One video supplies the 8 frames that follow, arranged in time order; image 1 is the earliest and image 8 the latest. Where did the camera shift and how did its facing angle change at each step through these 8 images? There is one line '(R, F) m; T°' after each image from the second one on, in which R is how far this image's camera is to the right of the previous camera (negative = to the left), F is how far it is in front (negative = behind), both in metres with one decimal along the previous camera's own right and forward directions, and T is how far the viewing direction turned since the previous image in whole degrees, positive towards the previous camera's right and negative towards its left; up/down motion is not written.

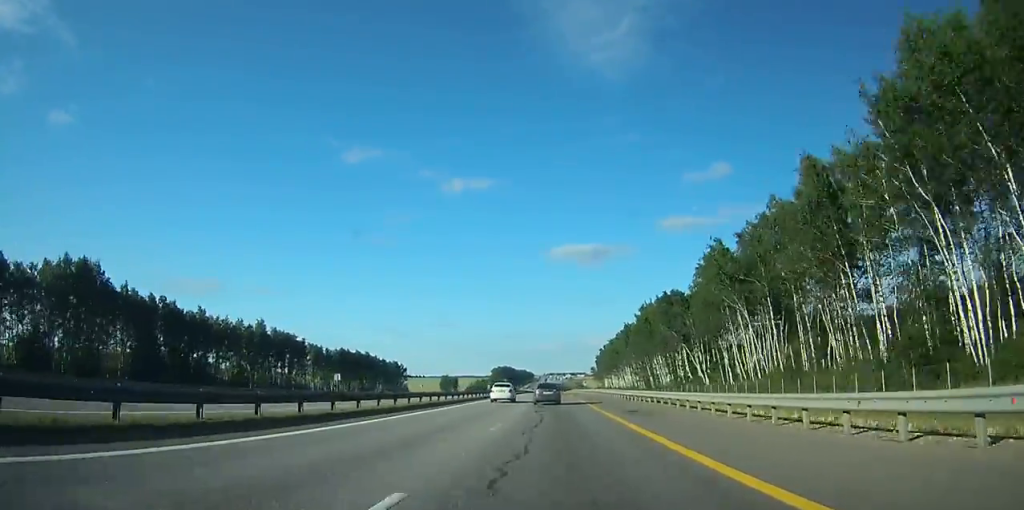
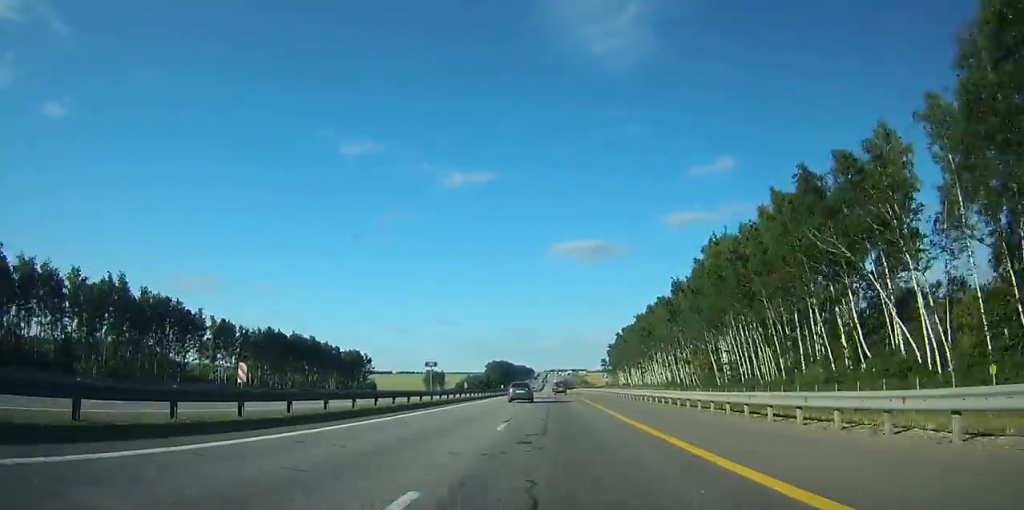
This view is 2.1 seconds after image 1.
(0.0, +62.3) m; 0°
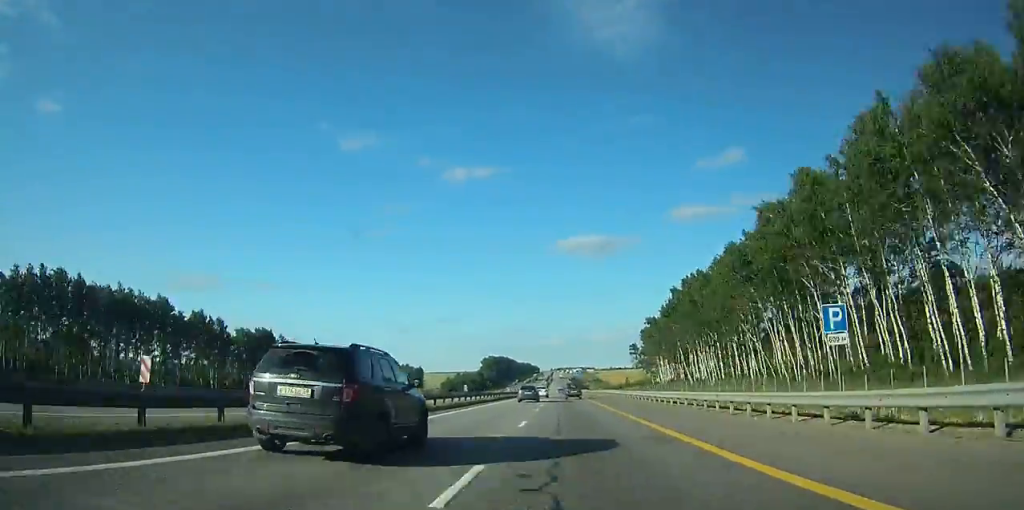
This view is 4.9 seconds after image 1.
(-0.4, +85.9) m; 0°
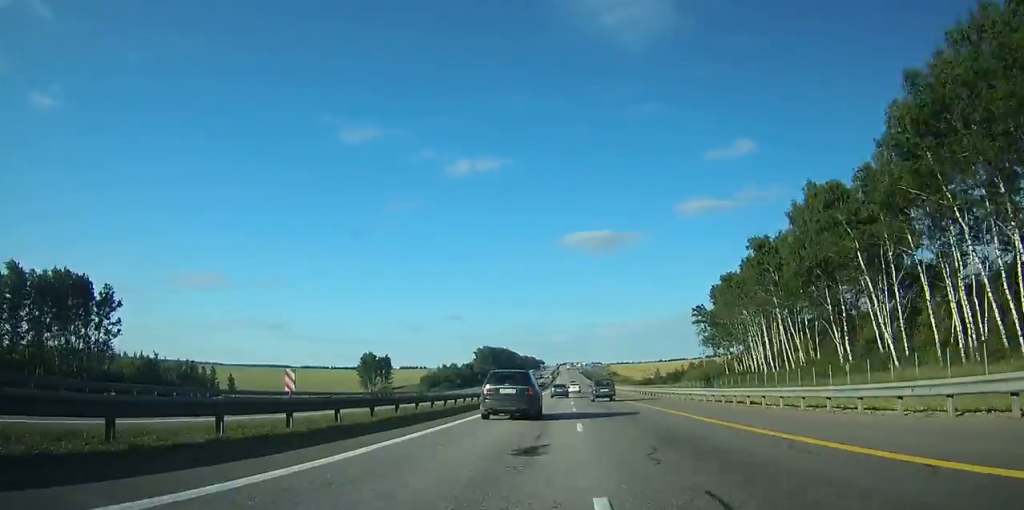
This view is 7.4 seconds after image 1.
(-0.2, +78.7) m; 0°
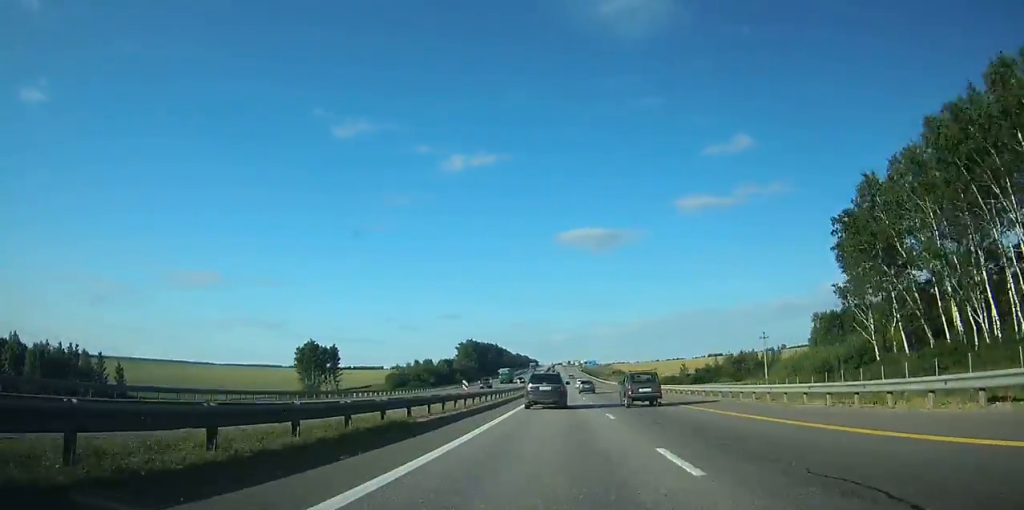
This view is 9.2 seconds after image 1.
(-0.1, +56.7) m; 0°
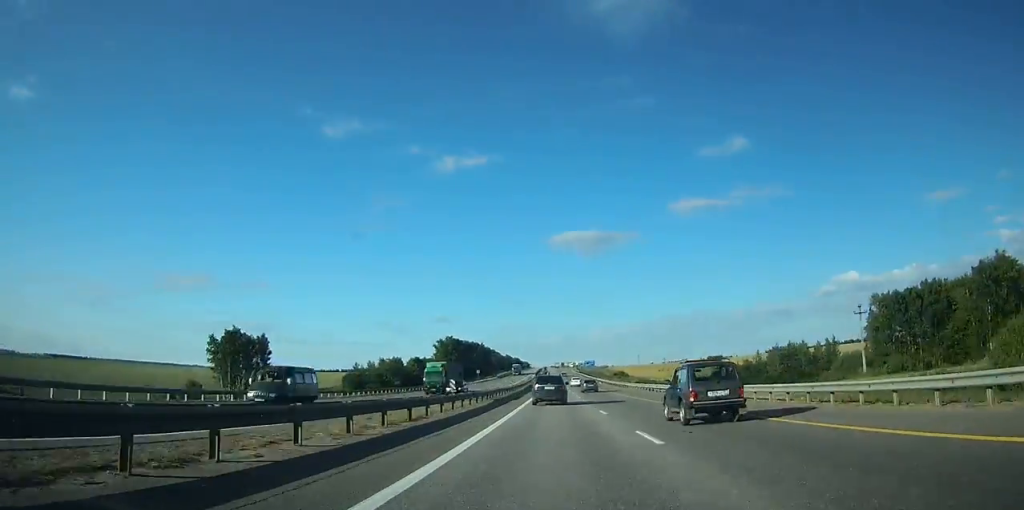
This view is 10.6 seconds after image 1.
(+0.3, +47.6) m; 0°
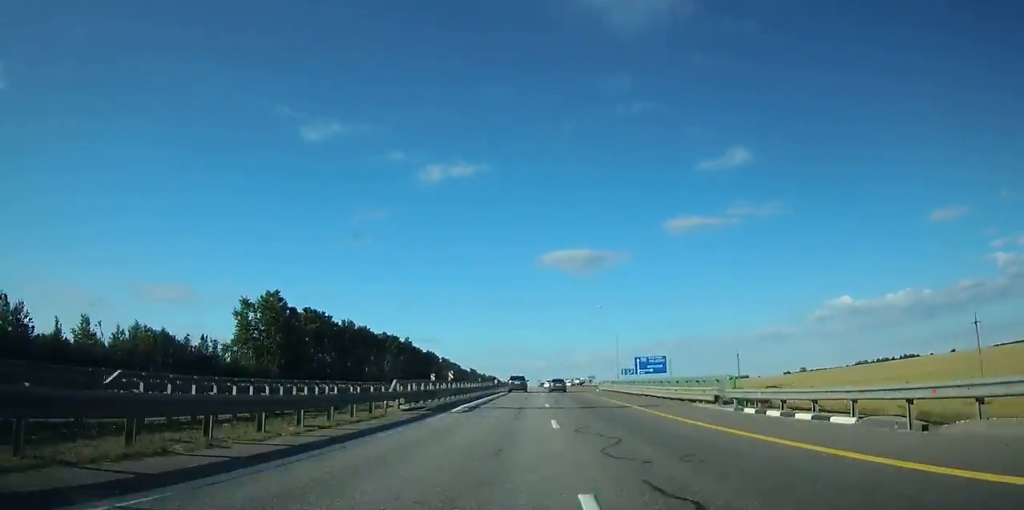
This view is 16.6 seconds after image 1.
(+1.6, +182.9) m; +1°
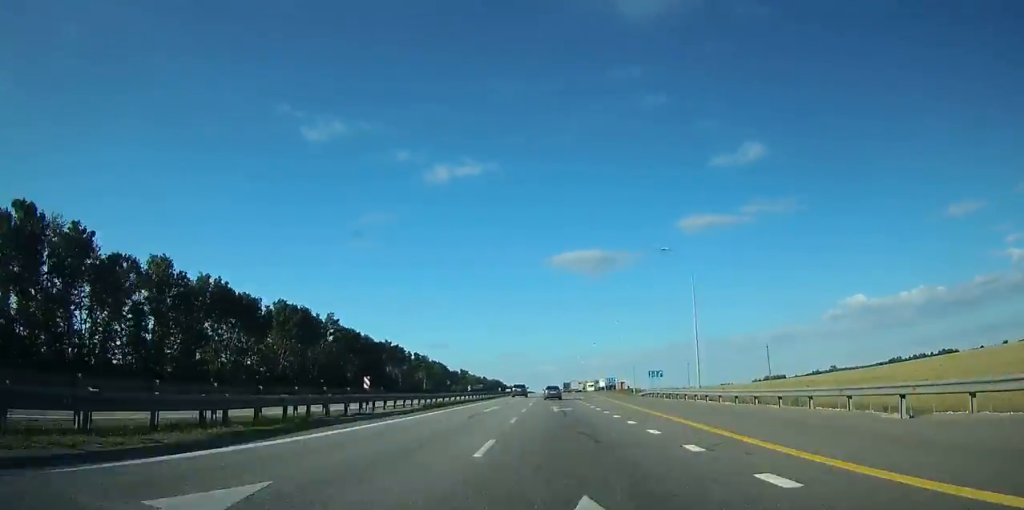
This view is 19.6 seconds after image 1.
(-0.1, +85.6) m; 0°
